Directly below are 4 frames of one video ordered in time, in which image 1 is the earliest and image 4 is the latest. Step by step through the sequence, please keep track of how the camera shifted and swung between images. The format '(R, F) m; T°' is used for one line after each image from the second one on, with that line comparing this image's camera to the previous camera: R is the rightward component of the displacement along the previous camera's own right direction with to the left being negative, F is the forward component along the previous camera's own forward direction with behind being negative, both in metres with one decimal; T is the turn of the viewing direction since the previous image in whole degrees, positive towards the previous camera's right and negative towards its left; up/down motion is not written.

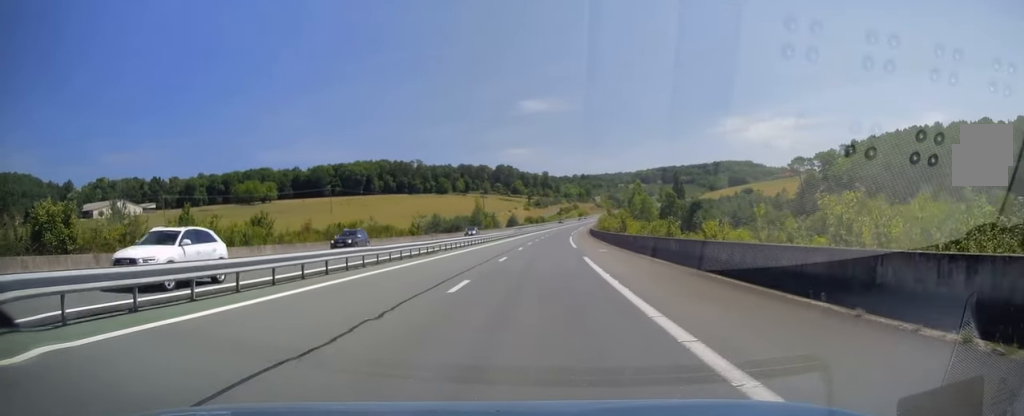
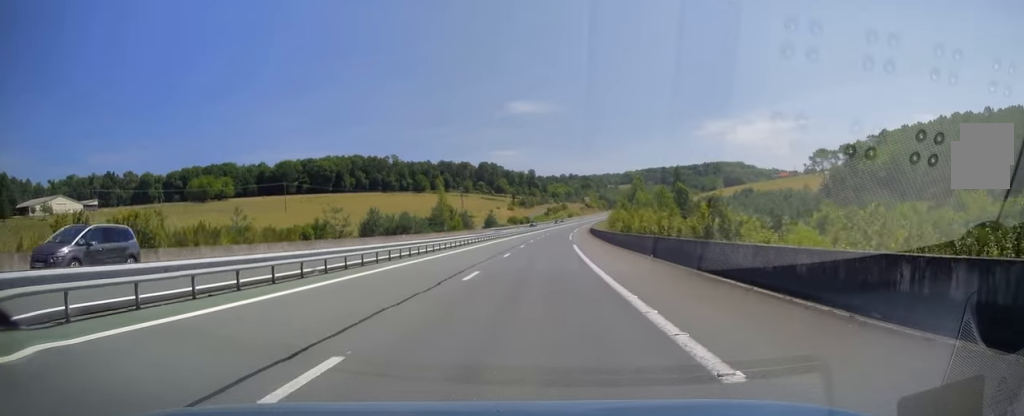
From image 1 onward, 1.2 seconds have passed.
(+0.4, +35.5) m; +1°
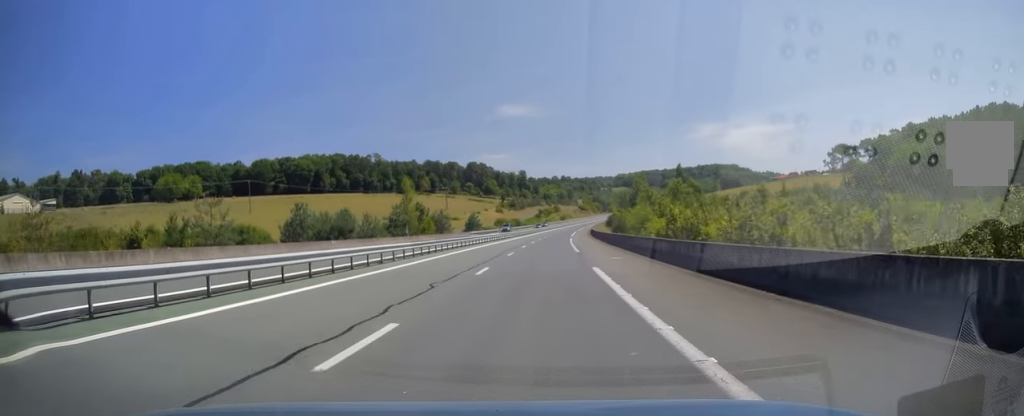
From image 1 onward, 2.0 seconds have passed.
(0.0, +23.2) m; +1°
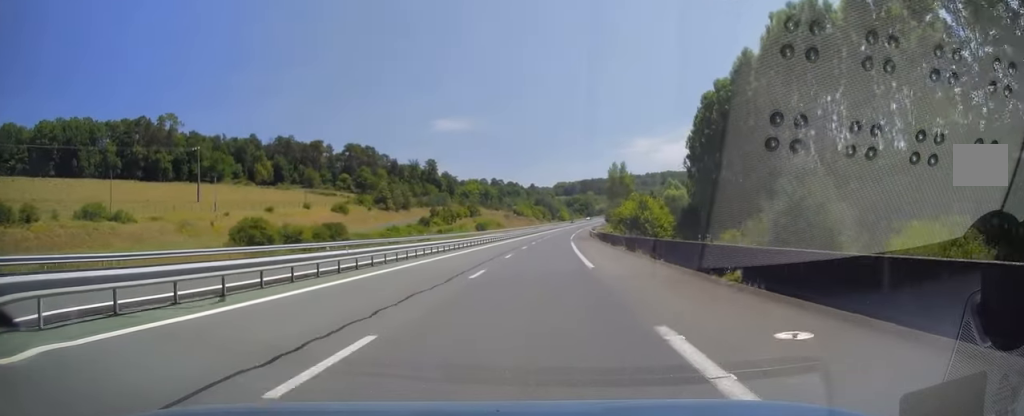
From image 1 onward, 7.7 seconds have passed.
(+10.4, +167.9) m; +6°
